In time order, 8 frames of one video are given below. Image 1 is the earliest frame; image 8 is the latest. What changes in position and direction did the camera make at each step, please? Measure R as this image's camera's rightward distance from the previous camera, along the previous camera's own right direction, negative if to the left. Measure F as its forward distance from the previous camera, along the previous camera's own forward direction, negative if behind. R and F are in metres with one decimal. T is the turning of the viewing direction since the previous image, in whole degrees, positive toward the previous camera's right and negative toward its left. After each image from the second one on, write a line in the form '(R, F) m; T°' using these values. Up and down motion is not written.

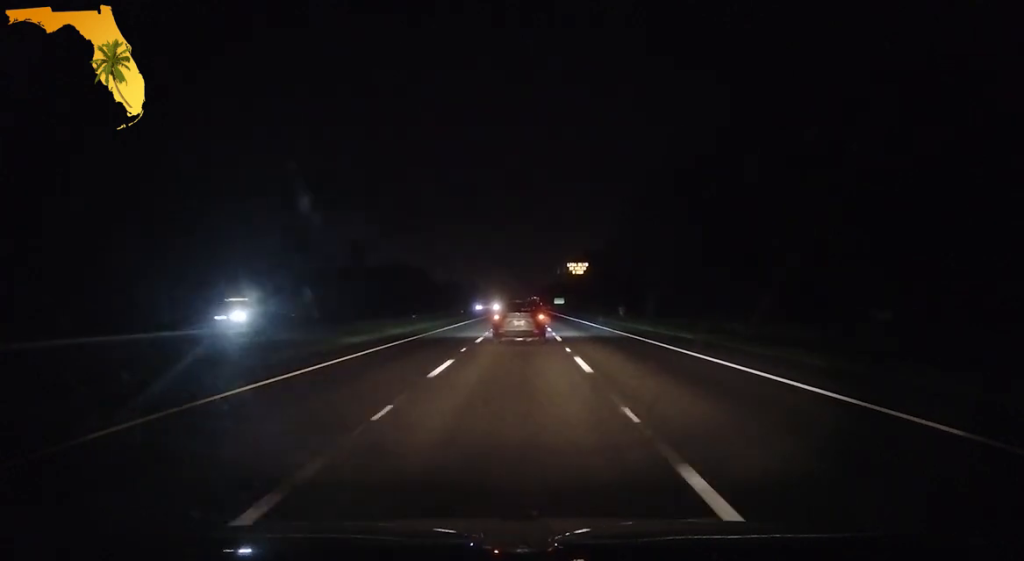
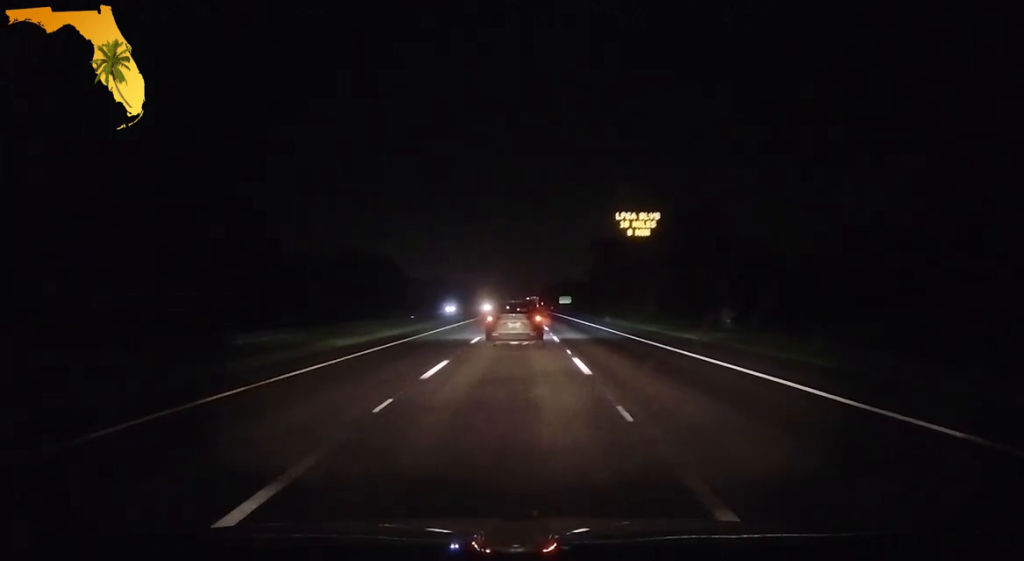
(-0.1, +60.3) m; 0°
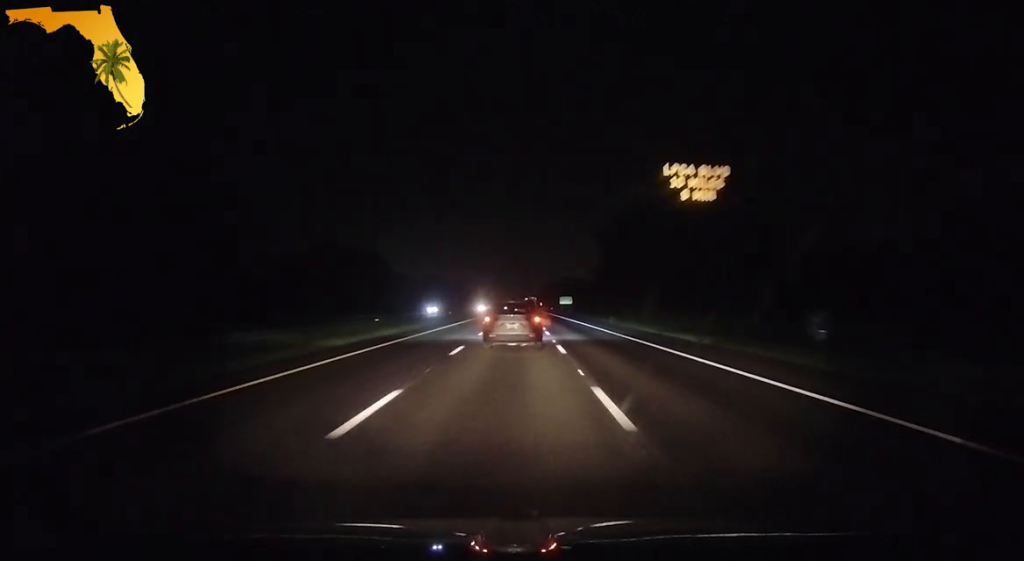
(-0.1, +18.0) m; 0°
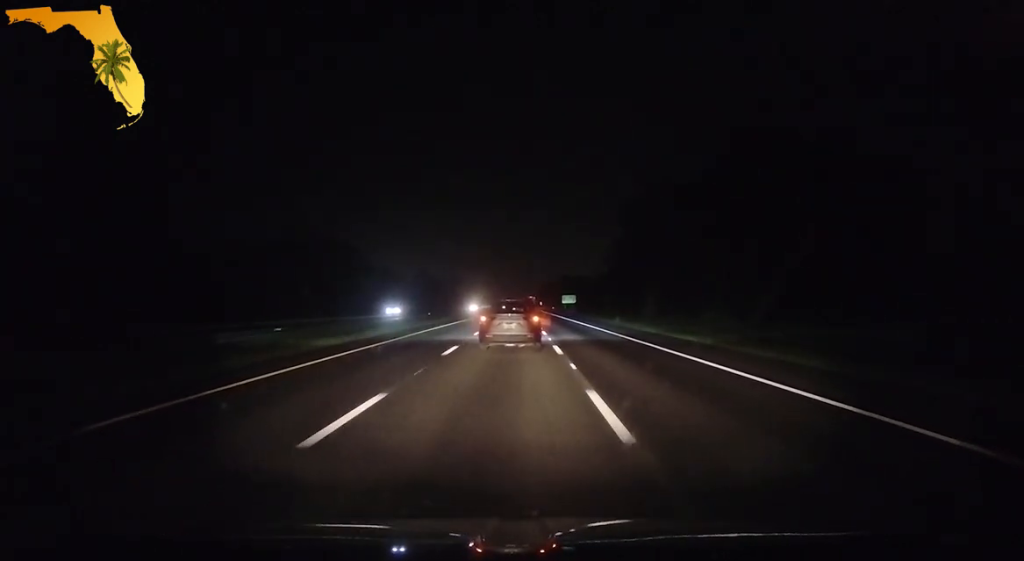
(+0.2, +24.6) m; 0°
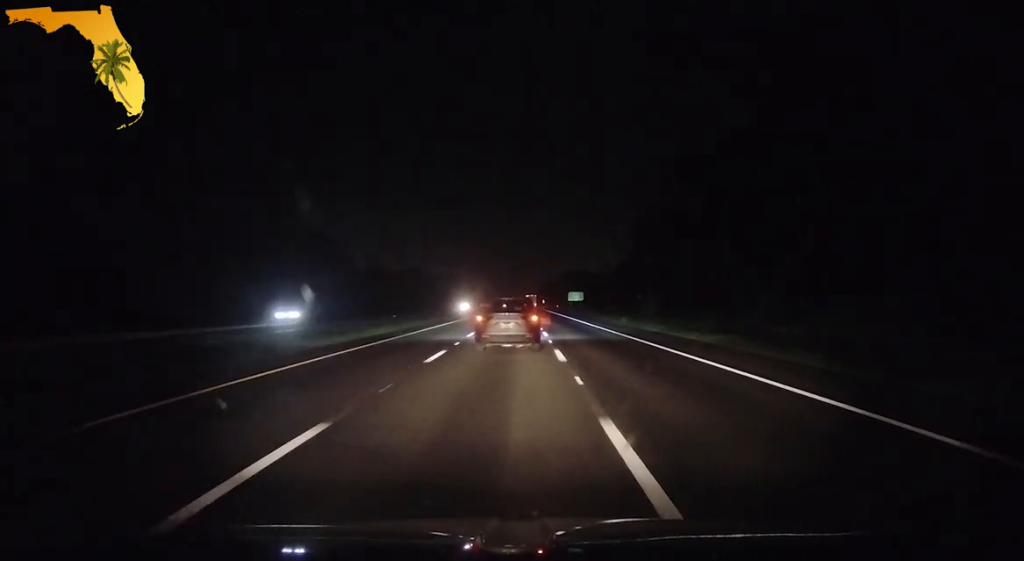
(-0.1, +26.6) m; 0°
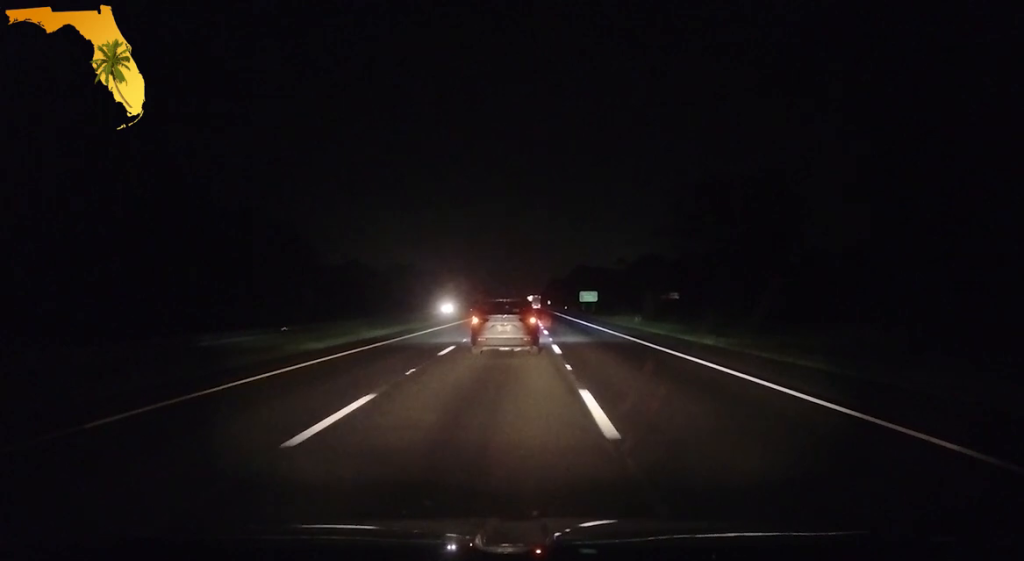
(-0.3, +33.1) m; 0°
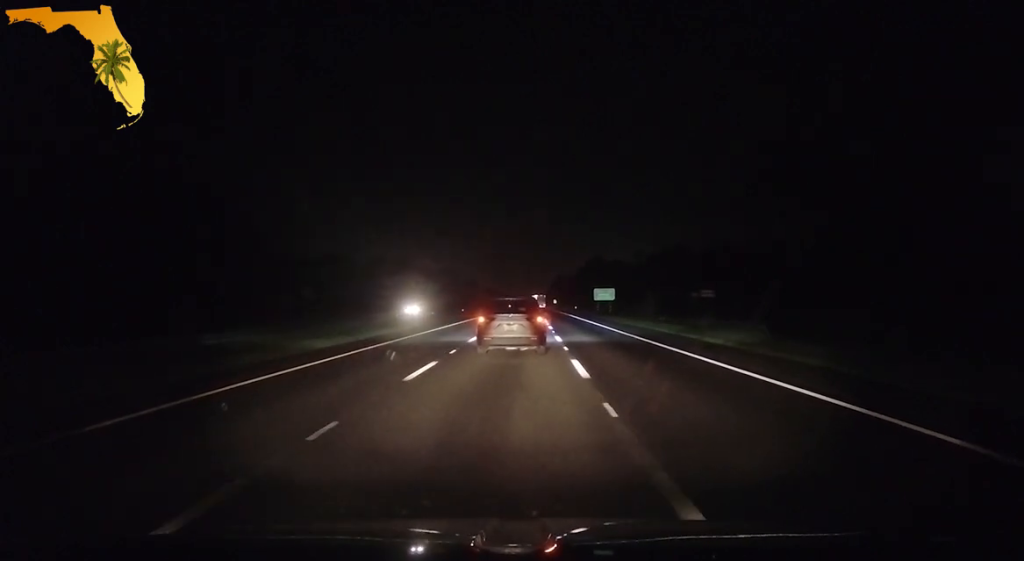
(+0.1, +30.8) m; 0°
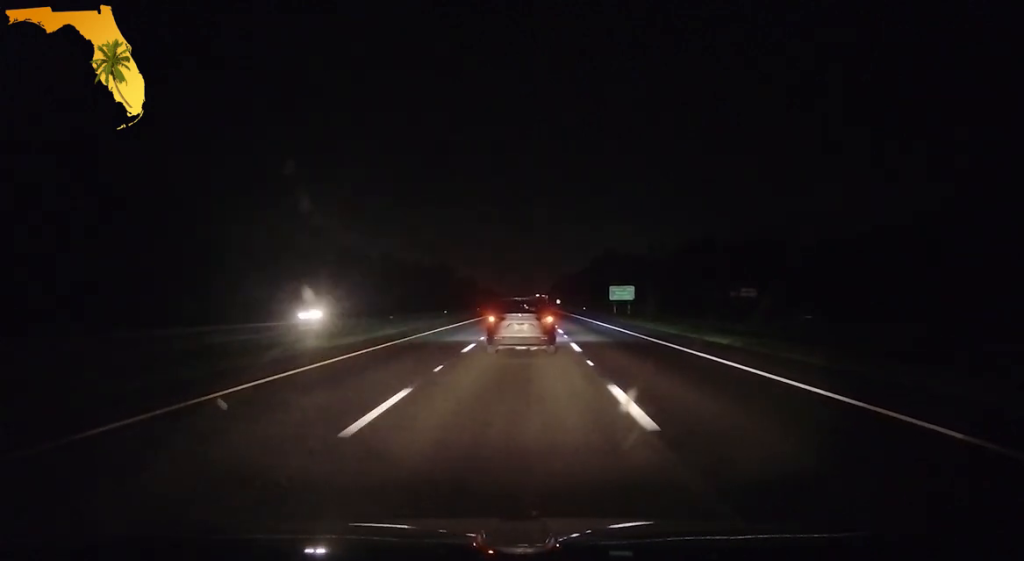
(0.0, +29.5) m; 0°
